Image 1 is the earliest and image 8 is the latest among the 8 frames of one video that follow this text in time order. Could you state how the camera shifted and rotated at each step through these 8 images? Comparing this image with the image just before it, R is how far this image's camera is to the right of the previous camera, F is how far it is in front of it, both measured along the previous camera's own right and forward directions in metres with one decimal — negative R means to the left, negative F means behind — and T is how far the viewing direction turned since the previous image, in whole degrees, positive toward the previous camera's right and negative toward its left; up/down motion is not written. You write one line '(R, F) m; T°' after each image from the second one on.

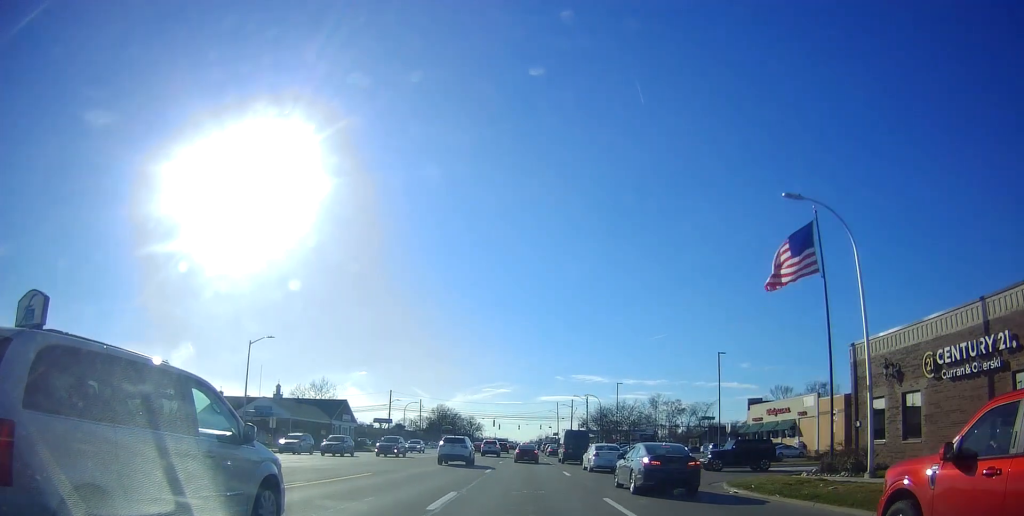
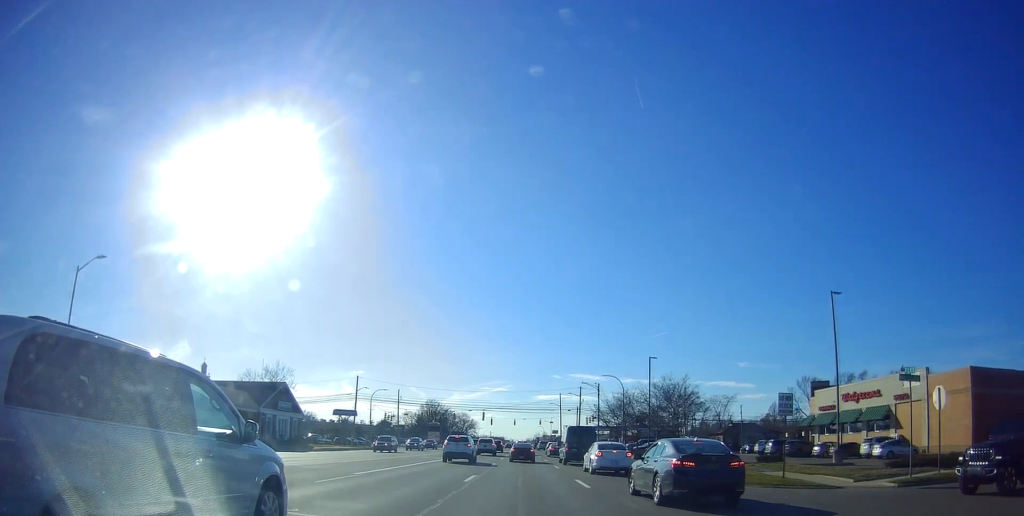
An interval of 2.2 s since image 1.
(-0.5, +19.8) m; +1°
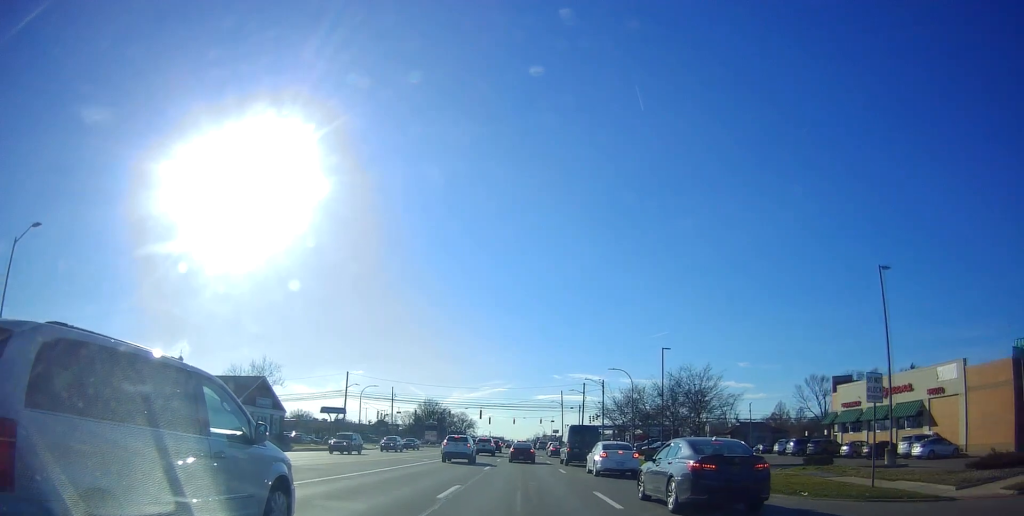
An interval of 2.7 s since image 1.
(+0.1, +6.7) m; +1°
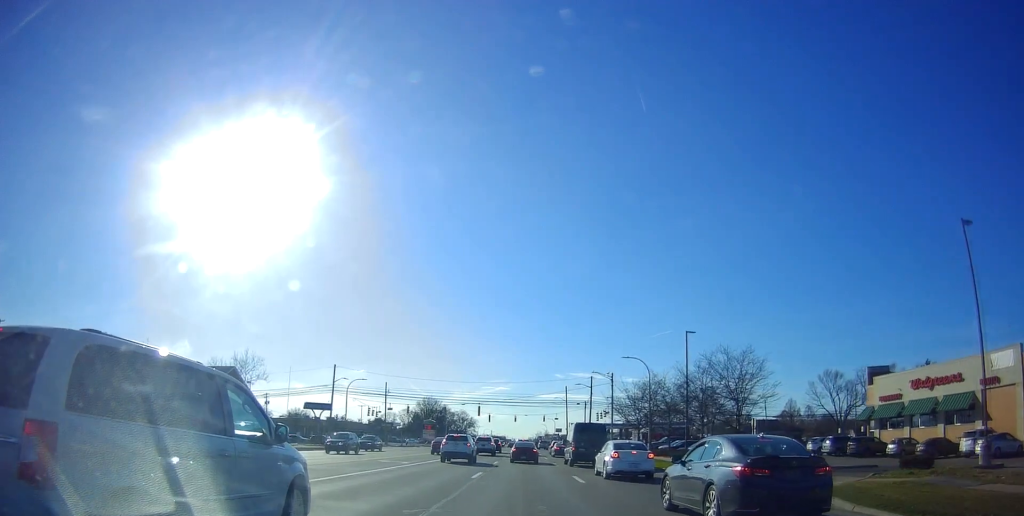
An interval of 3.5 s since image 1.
(+0.1, +8.5) m; +1°
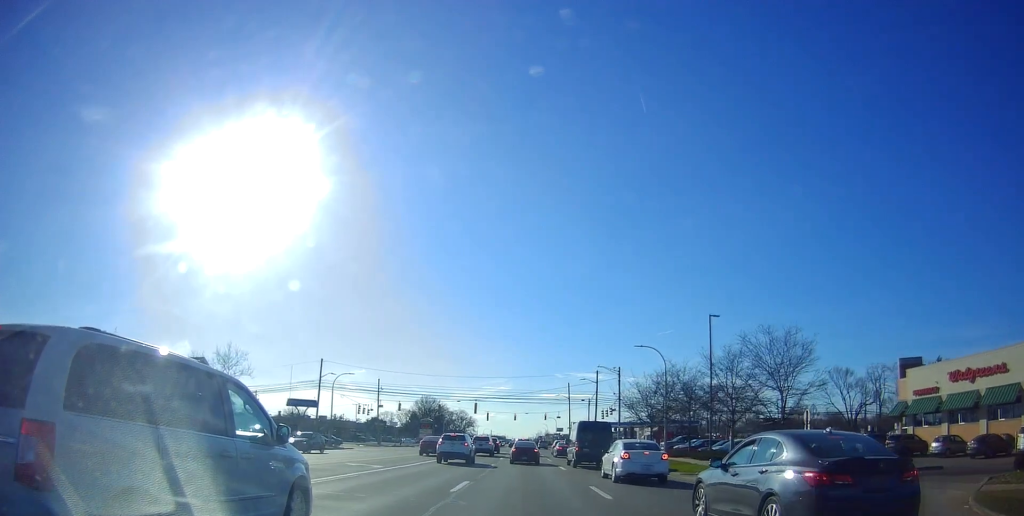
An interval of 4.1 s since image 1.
(0.0, +6.6) m; 0°
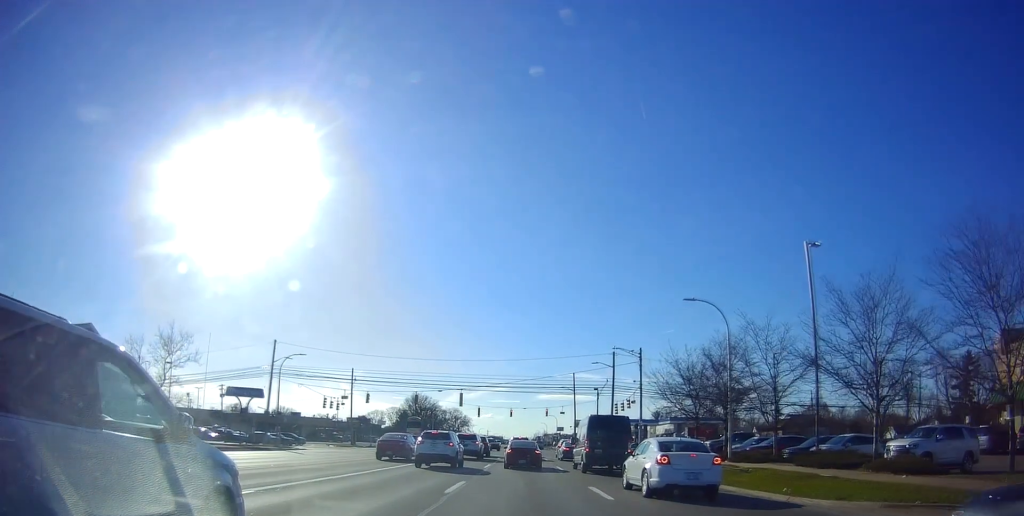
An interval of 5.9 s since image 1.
(0.0, +15.1) m; 0°
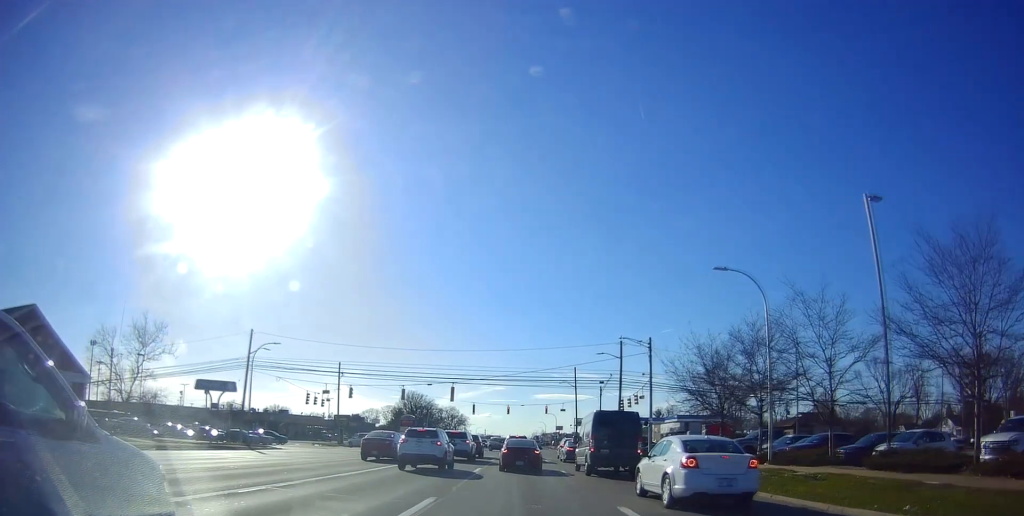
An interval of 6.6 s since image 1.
(0.0, +6.1) m; 0°
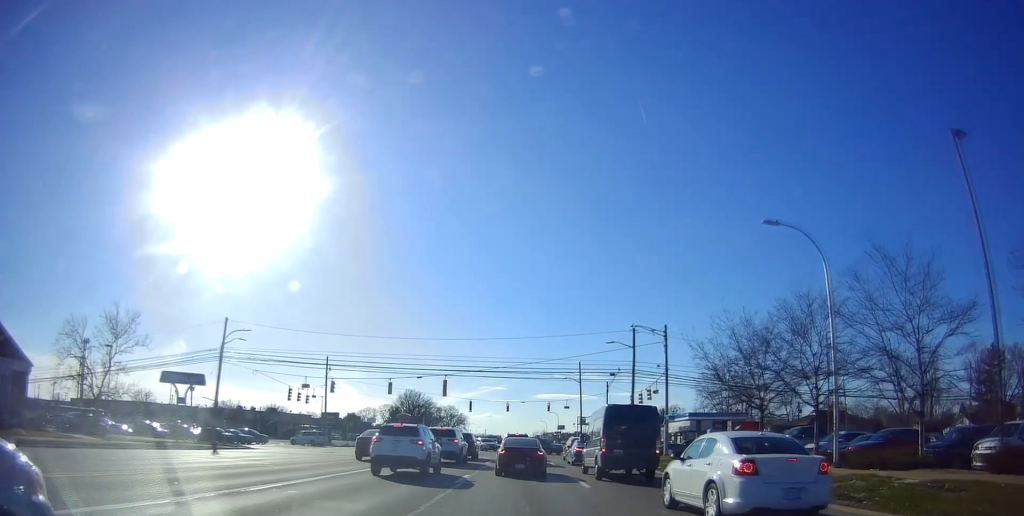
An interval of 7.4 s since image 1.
(0.0, +7.2) m; 0°
